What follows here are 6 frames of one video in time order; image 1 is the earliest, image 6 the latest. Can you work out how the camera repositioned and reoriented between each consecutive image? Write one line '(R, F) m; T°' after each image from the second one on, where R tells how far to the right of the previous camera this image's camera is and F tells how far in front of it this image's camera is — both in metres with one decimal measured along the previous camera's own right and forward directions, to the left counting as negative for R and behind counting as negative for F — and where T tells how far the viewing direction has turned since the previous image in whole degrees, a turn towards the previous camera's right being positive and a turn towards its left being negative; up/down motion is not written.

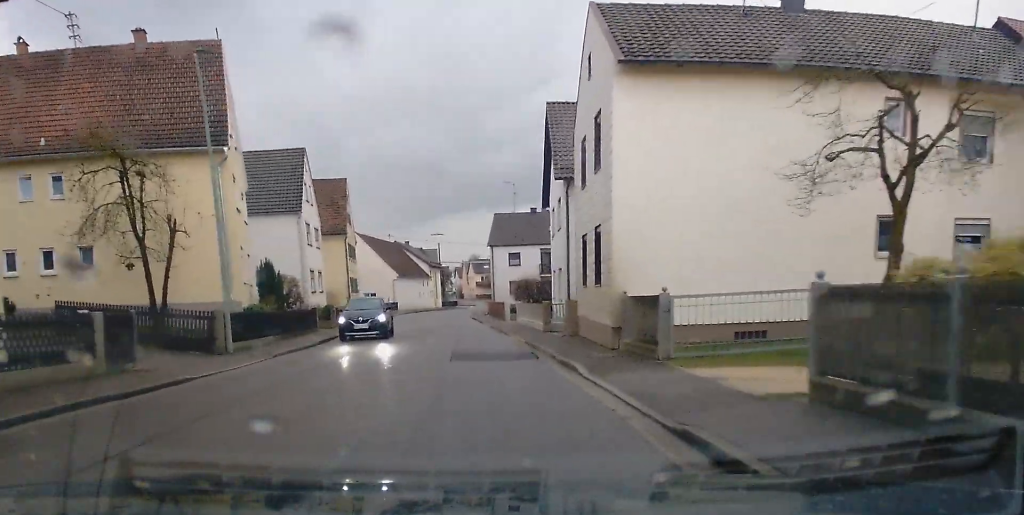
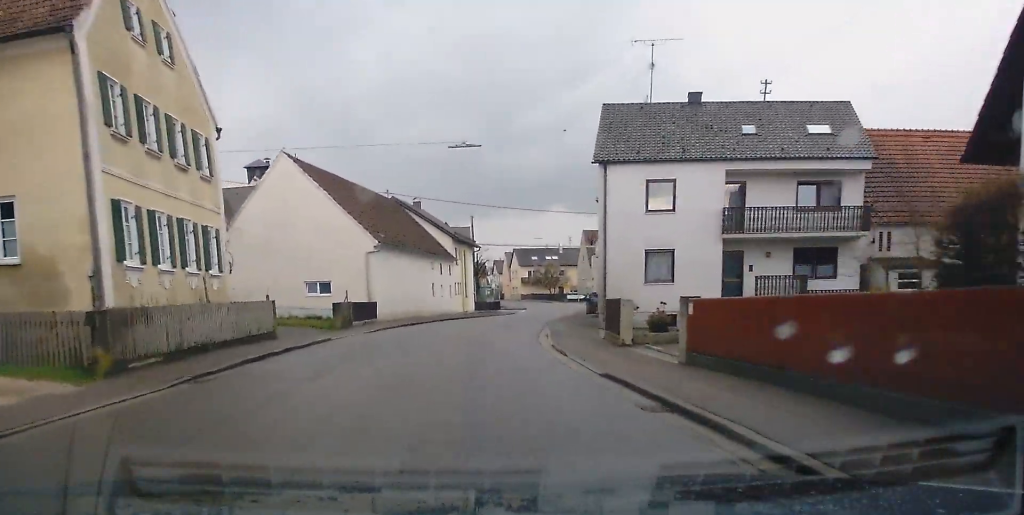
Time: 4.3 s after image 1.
(+0.2, +48.0) m; +2°
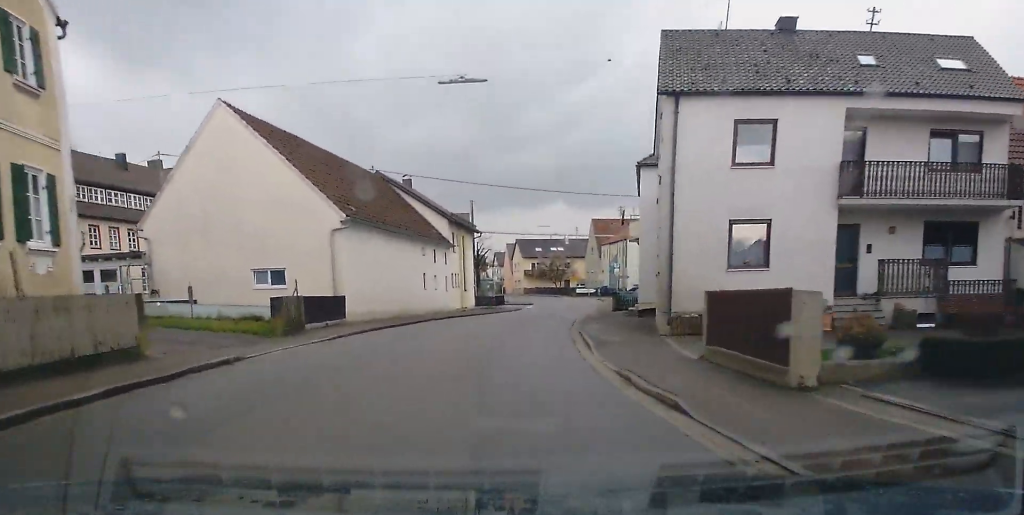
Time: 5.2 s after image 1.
(-0.1, +10.5) m; +2°
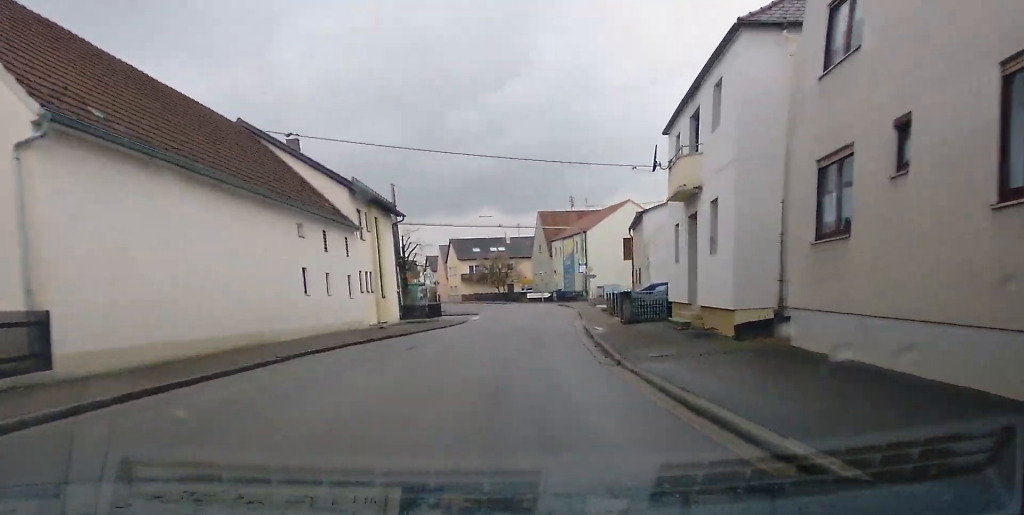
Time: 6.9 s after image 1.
(+0.7, +19.2) m; +4°
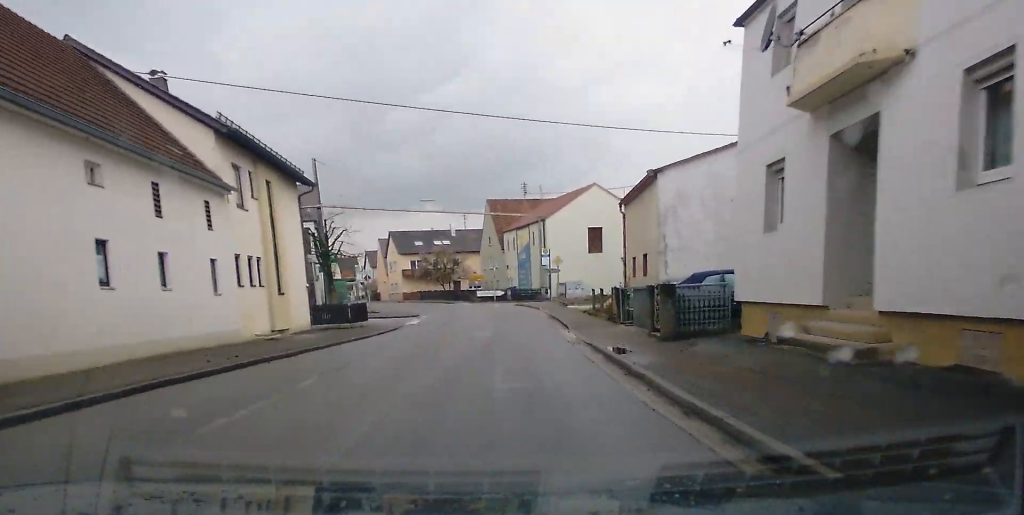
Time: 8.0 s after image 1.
(+0.2, +12.1) m; +2°
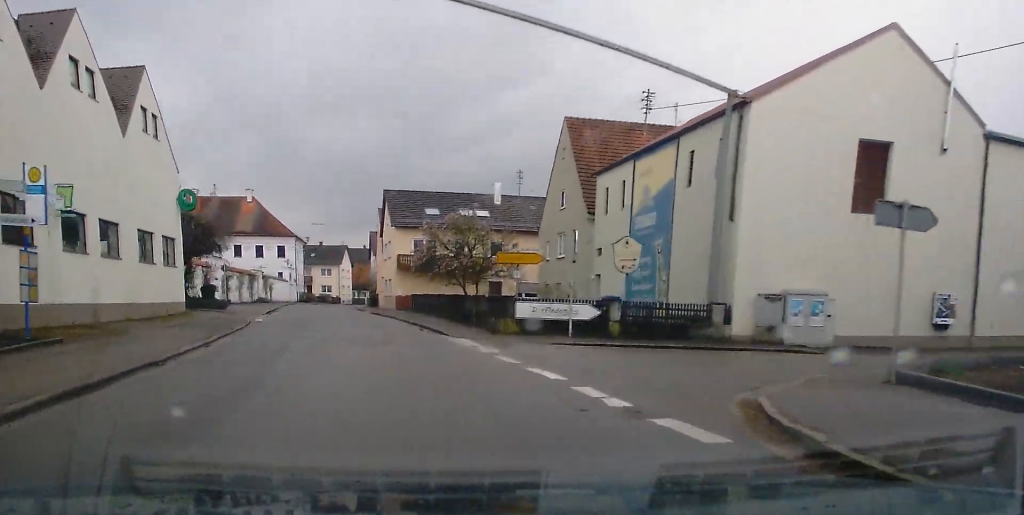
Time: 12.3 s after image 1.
(-2.0, +49.9) m; -11°
